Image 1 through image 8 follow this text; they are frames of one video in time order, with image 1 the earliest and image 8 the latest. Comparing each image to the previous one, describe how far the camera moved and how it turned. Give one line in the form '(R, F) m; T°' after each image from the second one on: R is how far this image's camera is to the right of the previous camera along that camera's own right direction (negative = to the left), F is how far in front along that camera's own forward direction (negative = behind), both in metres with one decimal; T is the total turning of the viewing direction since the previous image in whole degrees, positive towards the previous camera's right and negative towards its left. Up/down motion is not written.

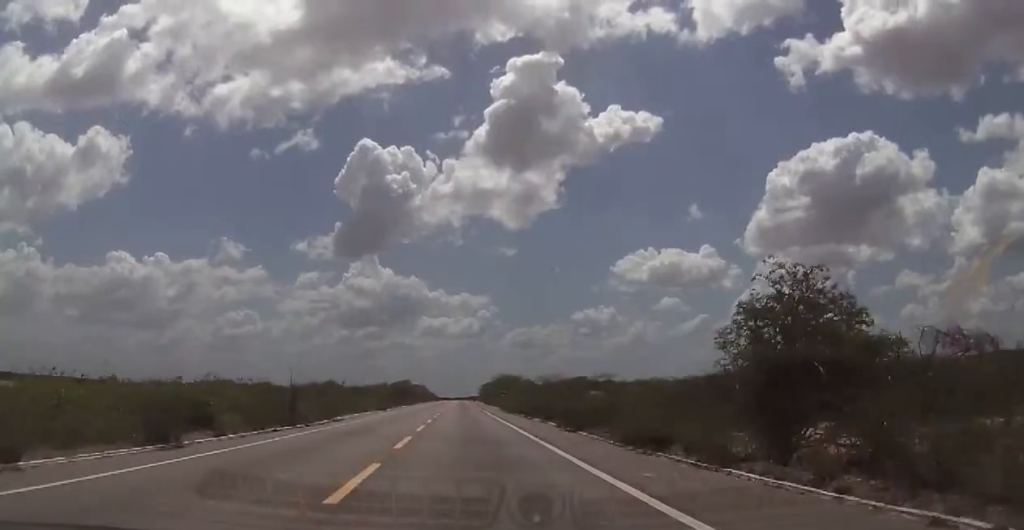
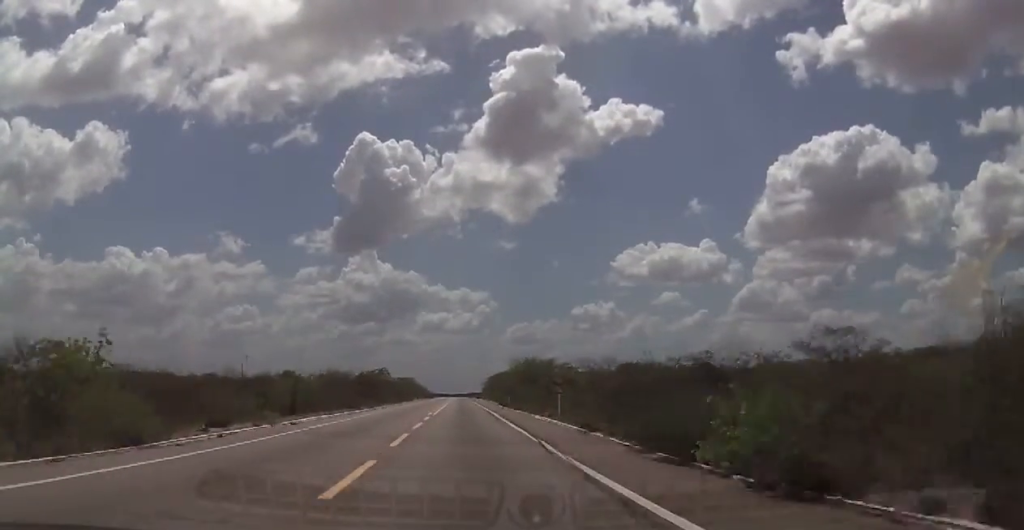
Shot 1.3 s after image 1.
(-0.2, +50.0) m; 0°
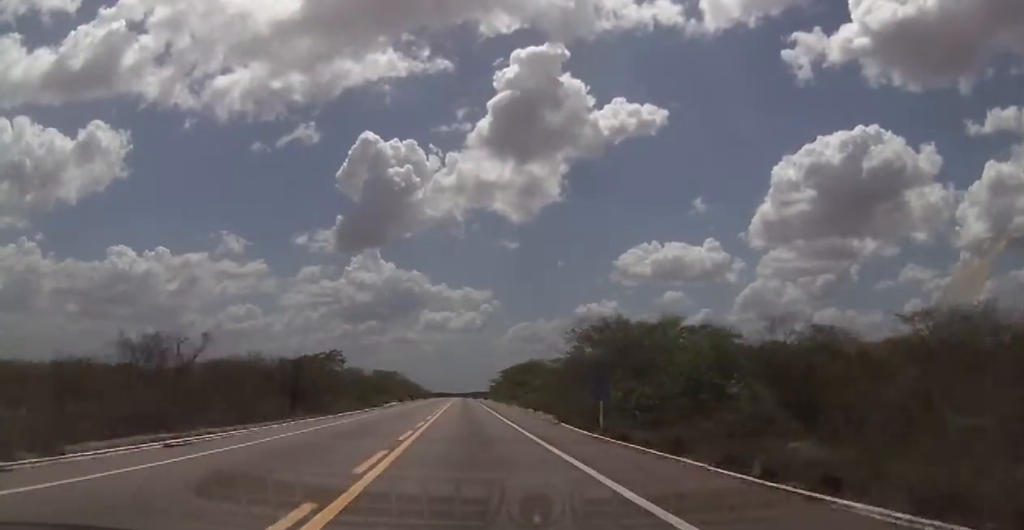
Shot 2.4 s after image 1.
(+0.1, +46.3) m; 0°
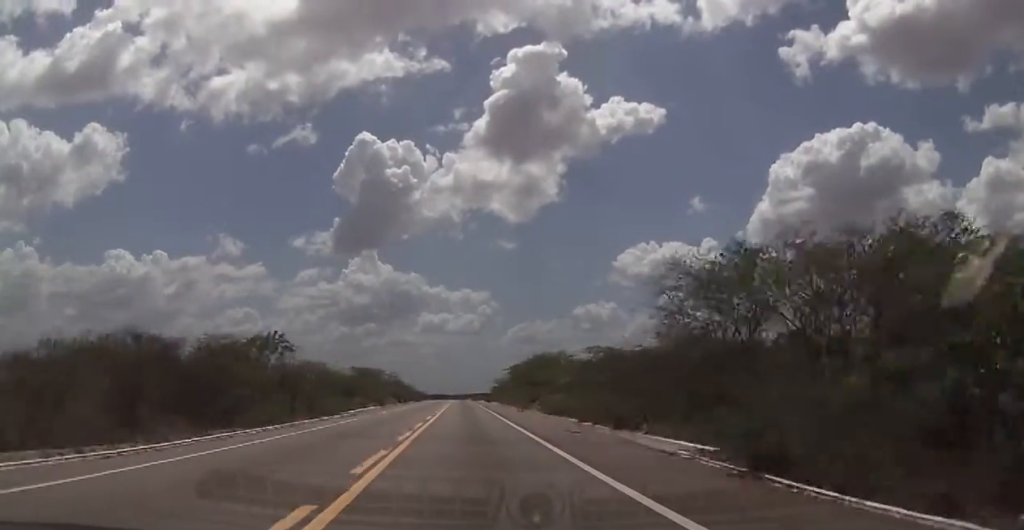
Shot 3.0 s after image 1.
(0.0, +21.2) m; 0°
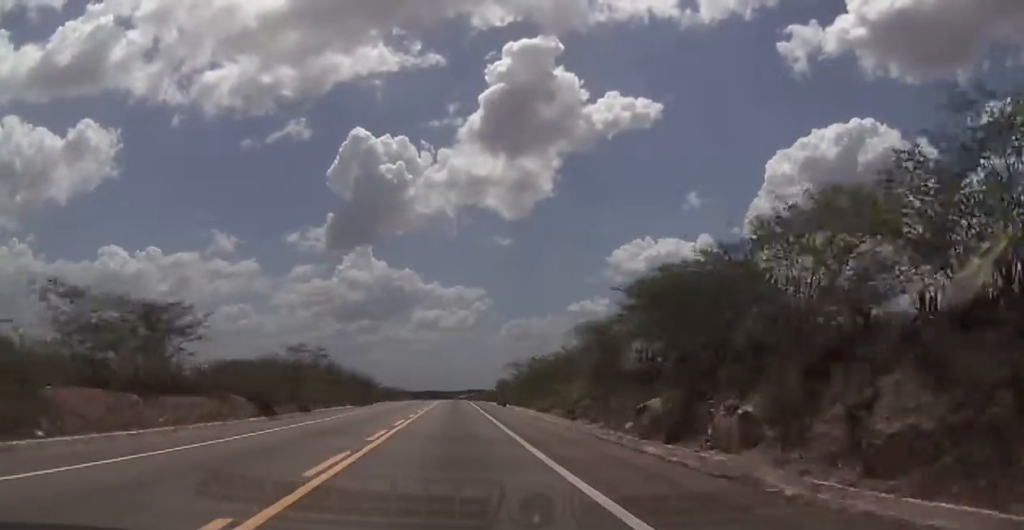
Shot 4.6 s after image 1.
(+0.1, +65.0) m; 0°
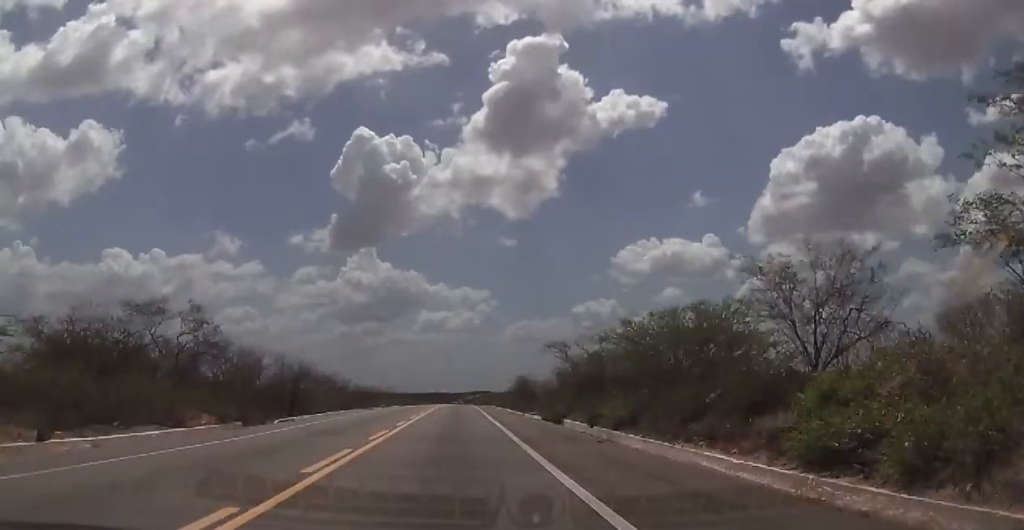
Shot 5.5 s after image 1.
(0.0, +35.6) m; 0°
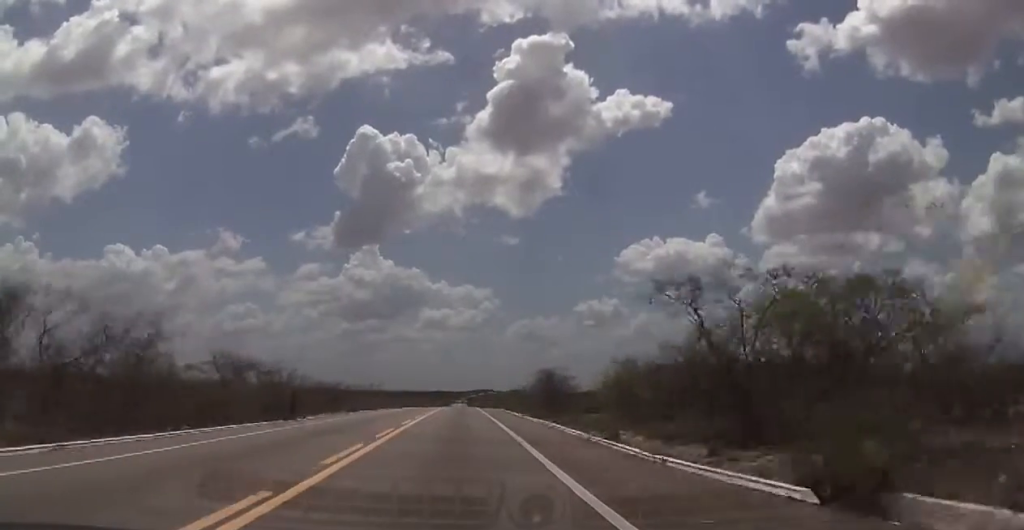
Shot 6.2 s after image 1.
(0.0, +27.4) m; 0°
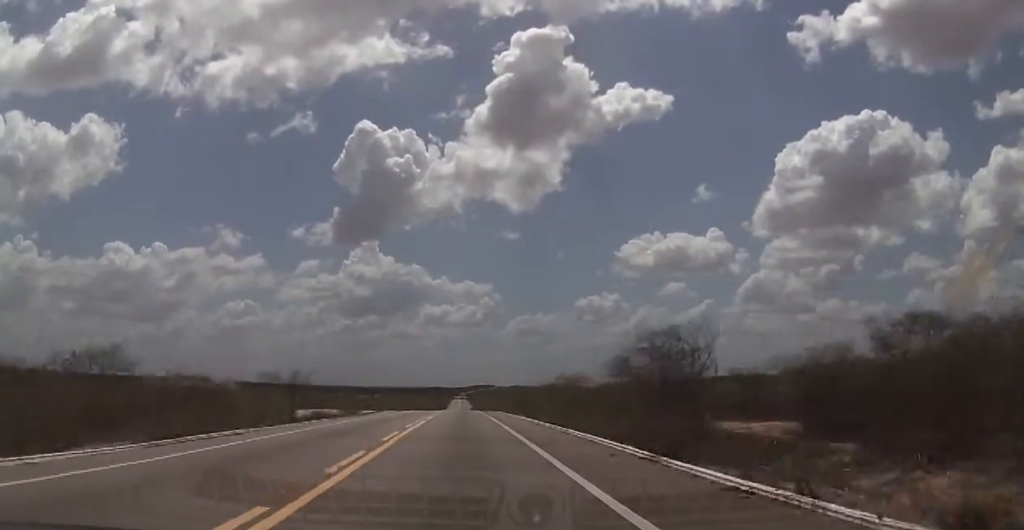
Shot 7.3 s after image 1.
(0.0, +44.0) m; 0°
